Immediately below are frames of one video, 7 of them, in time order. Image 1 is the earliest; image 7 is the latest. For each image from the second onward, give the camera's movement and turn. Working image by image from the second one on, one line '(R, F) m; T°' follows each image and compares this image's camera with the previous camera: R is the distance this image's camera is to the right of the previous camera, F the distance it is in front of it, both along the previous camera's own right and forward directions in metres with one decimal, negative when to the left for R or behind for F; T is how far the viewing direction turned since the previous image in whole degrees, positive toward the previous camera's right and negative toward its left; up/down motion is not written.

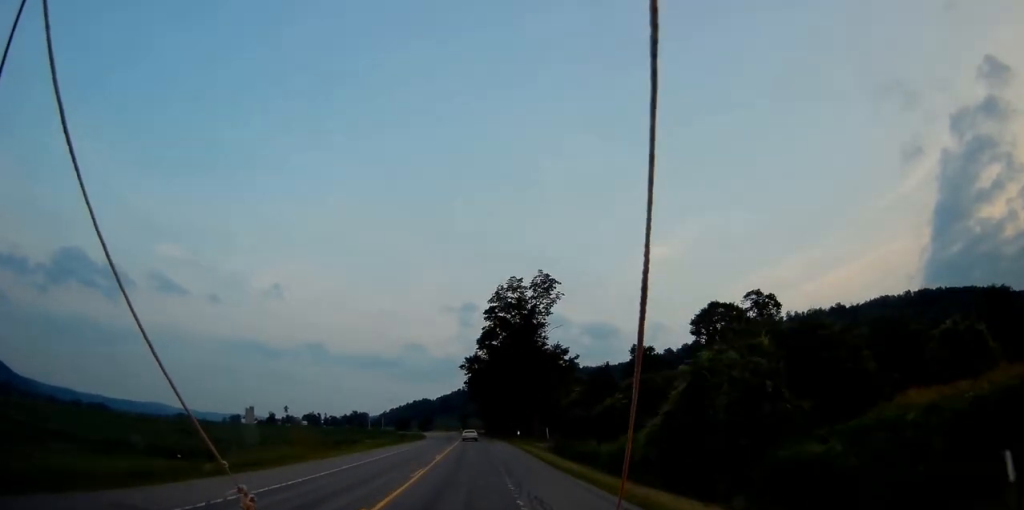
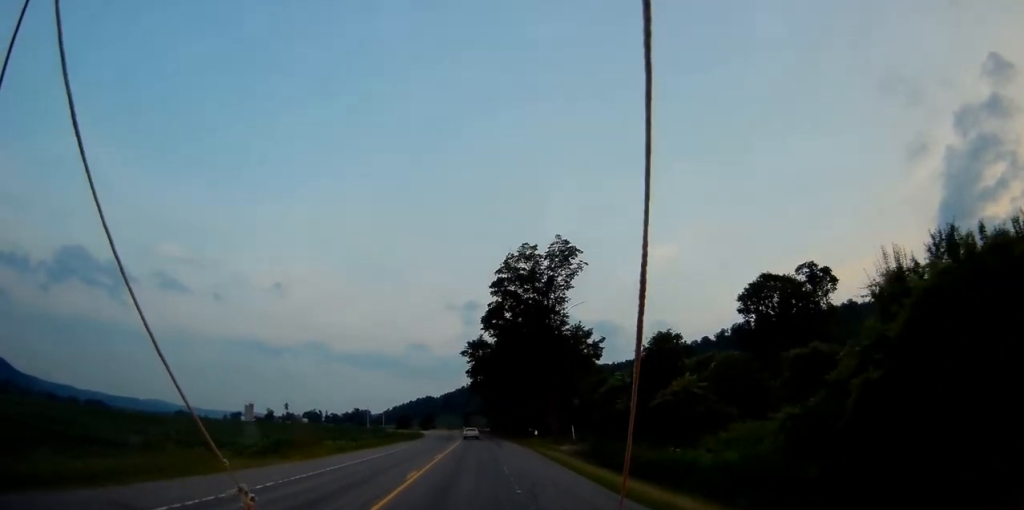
(+0.2, +15.1) m; 0°
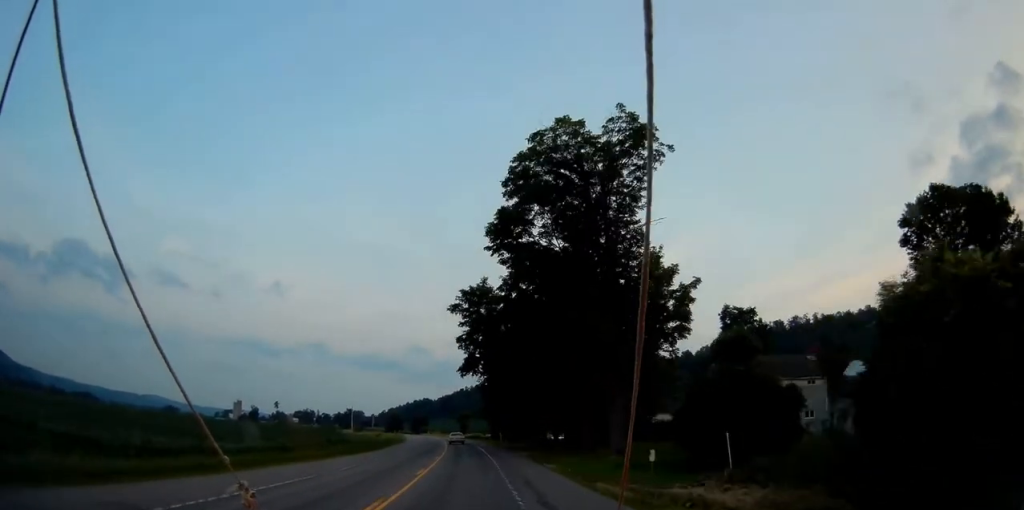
(0.0, +32.5) m; 0°
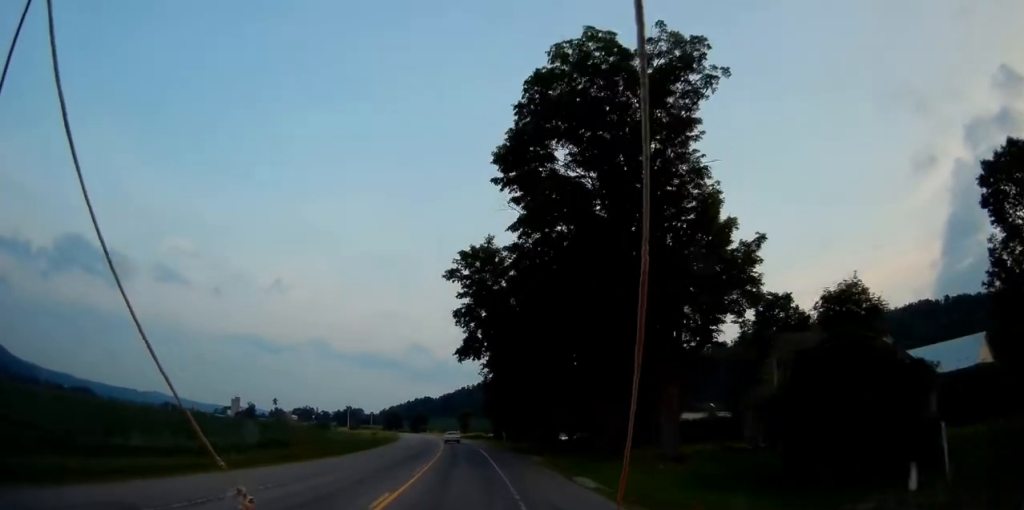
(0.0, +10.1) m; 0°
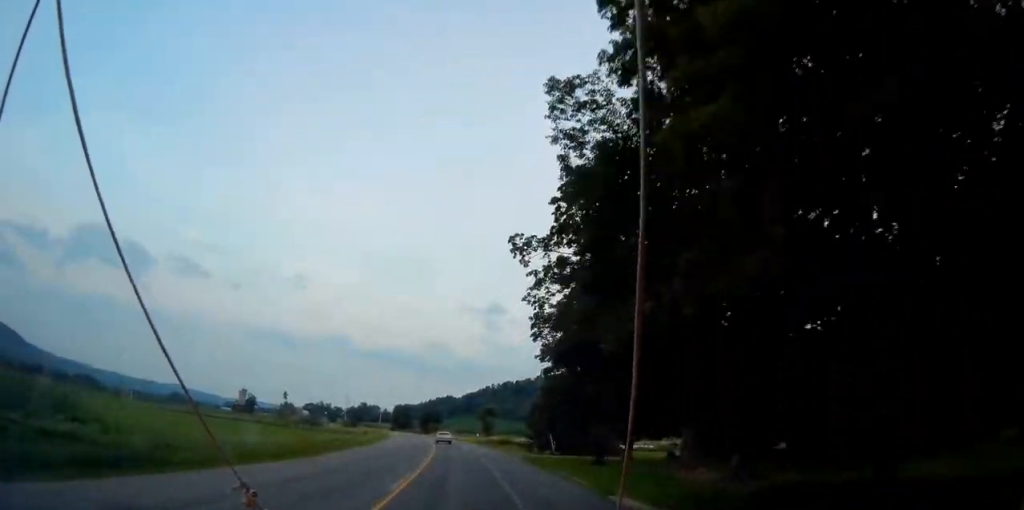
(-0.6, +45.0) m; -2°
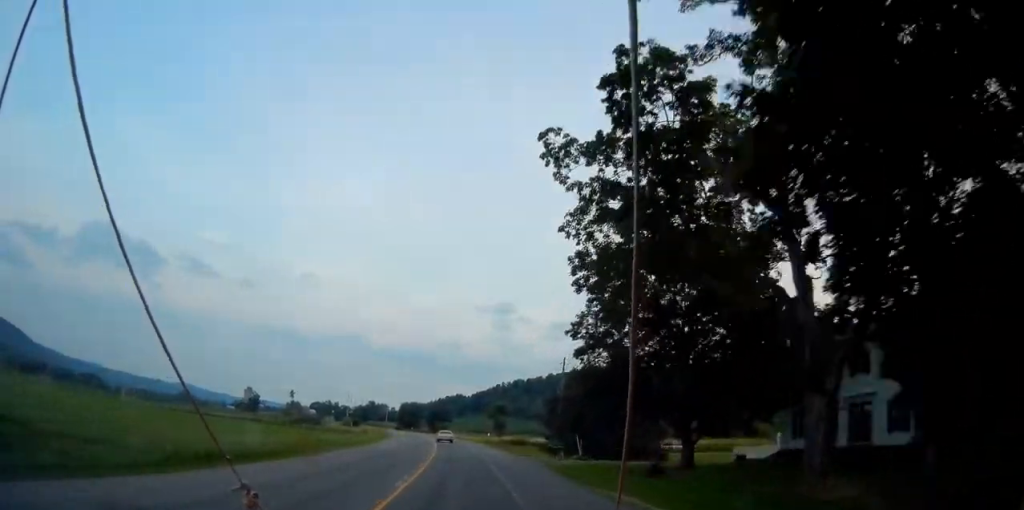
(+0.1, +11.3) m; -1°
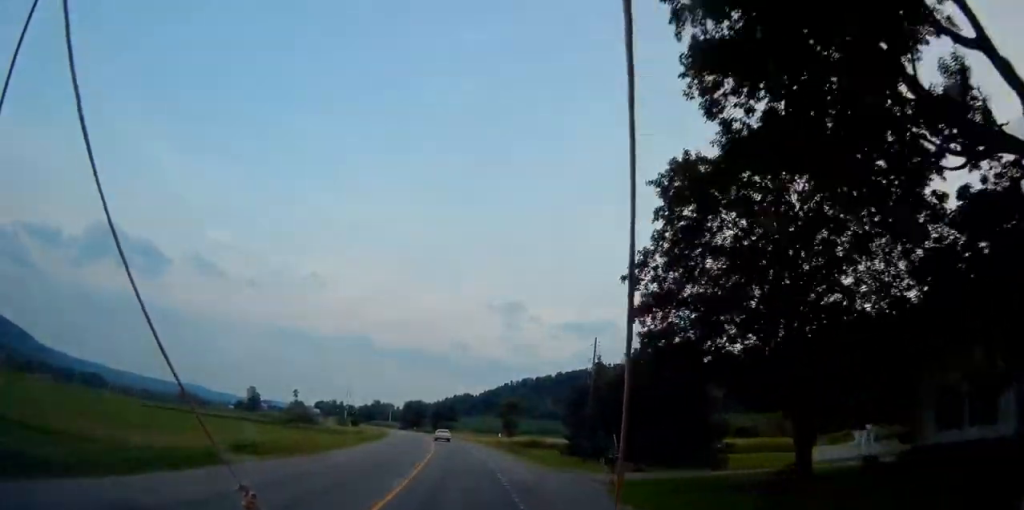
(-0.2, +12.8) m; -1°
